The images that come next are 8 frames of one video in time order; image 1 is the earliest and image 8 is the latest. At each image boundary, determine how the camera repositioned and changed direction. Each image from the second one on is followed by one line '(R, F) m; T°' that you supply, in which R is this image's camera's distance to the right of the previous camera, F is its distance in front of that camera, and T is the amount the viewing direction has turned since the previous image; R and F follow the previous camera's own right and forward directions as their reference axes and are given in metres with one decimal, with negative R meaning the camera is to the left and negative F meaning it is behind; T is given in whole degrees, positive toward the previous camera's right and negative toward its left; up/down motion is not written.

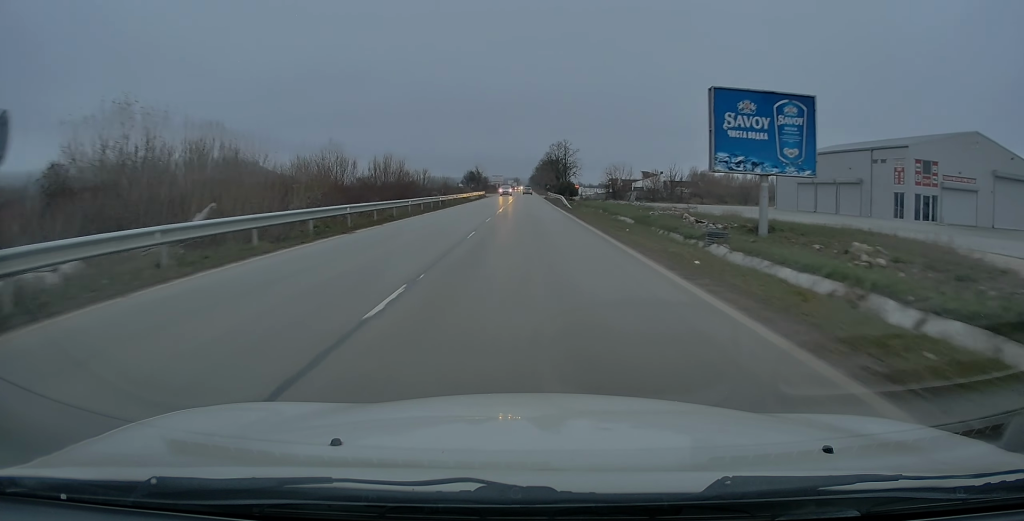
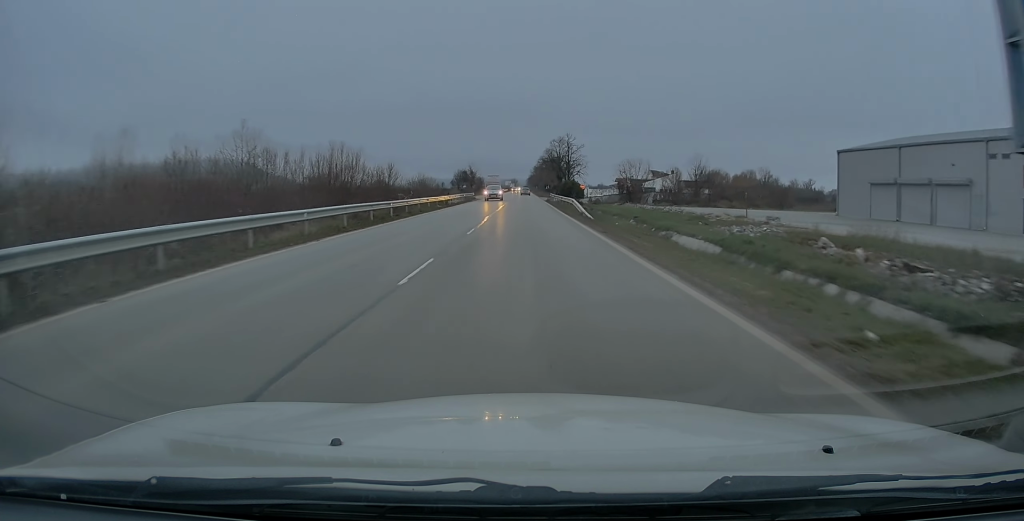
(0.0, +15.9) m; 0°
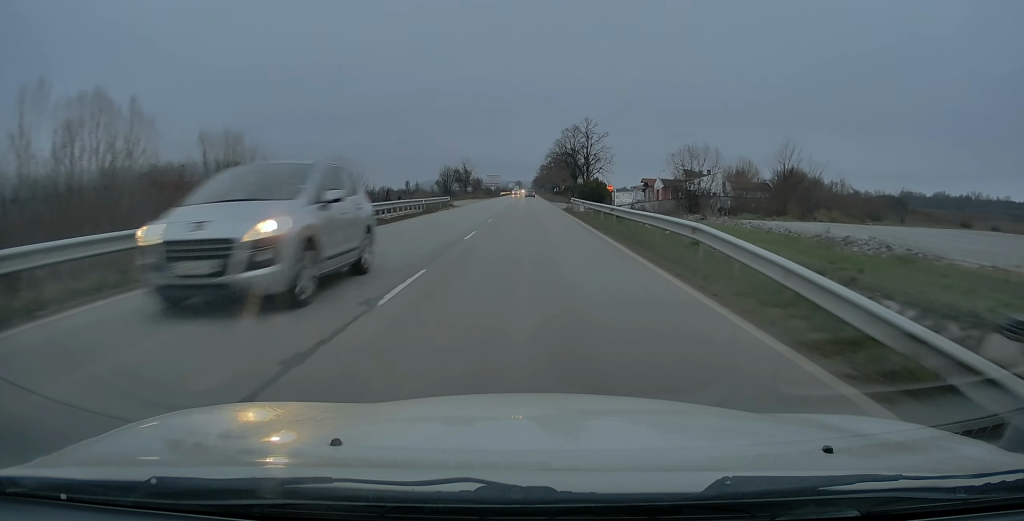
(-0.2, +28.7) m; 0°
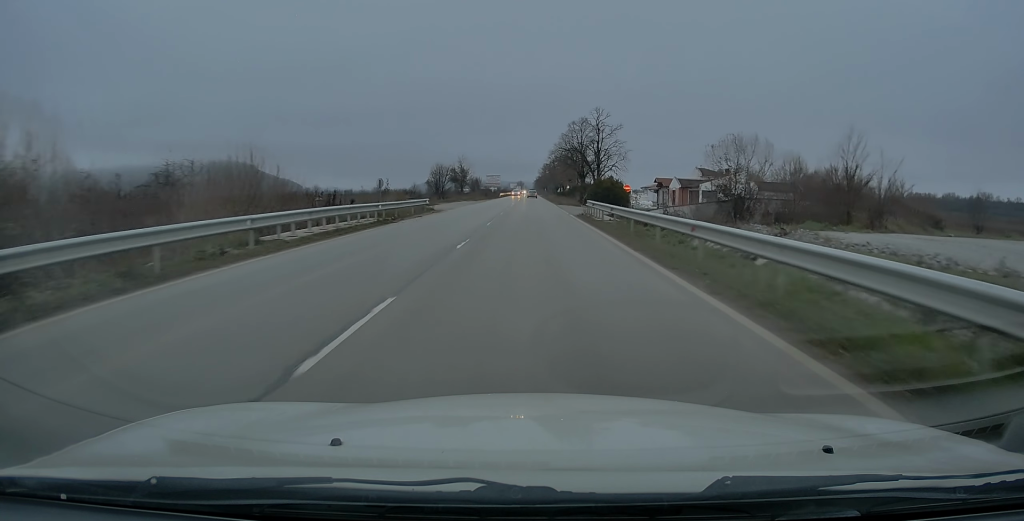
(+0.1, +11.5) m; 0°
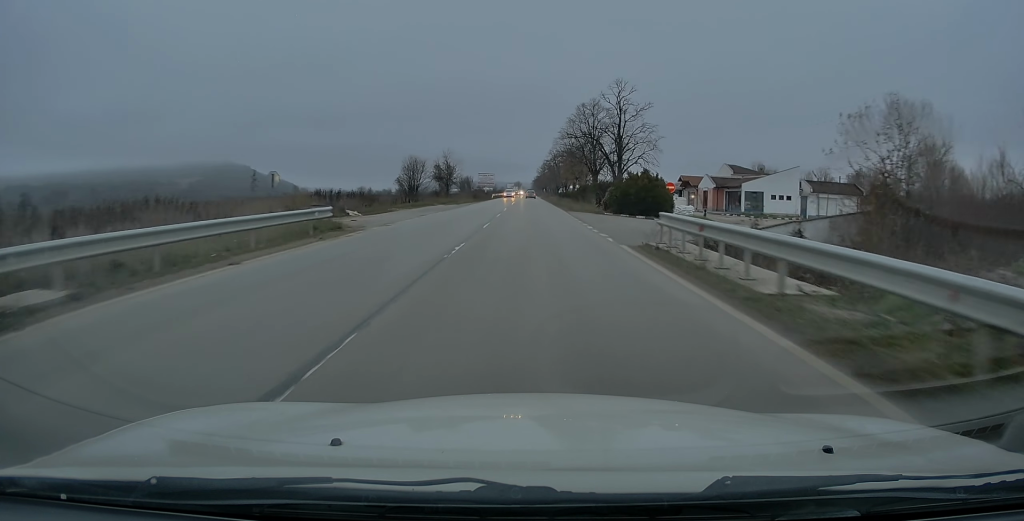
(0.0, +19.9) m; 0°
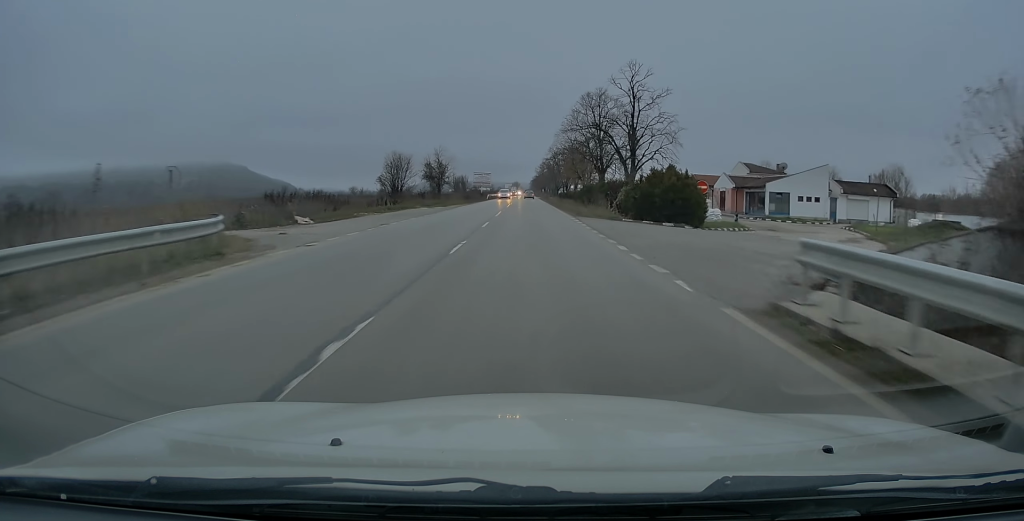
(0.0, +8.4) m; 0°
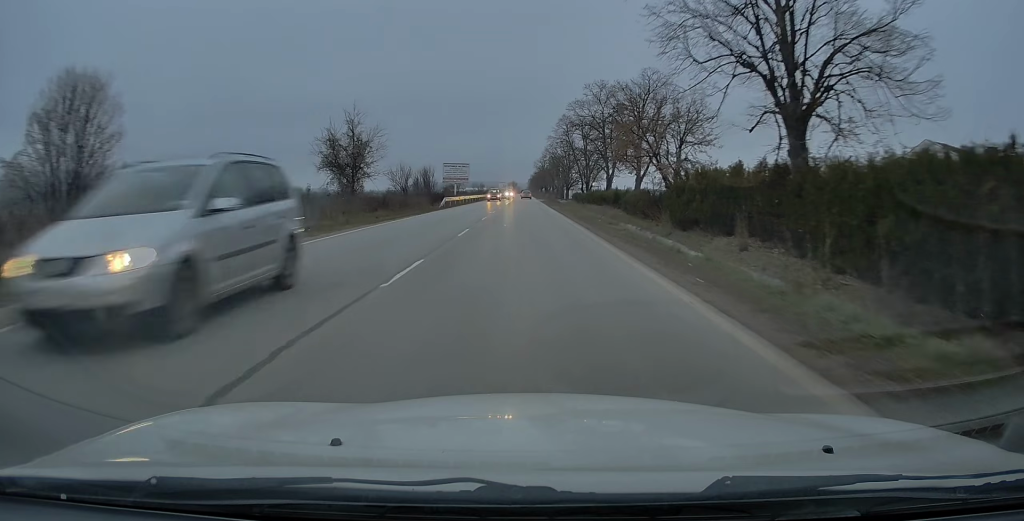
(+0.1, +49.7) m; 0°
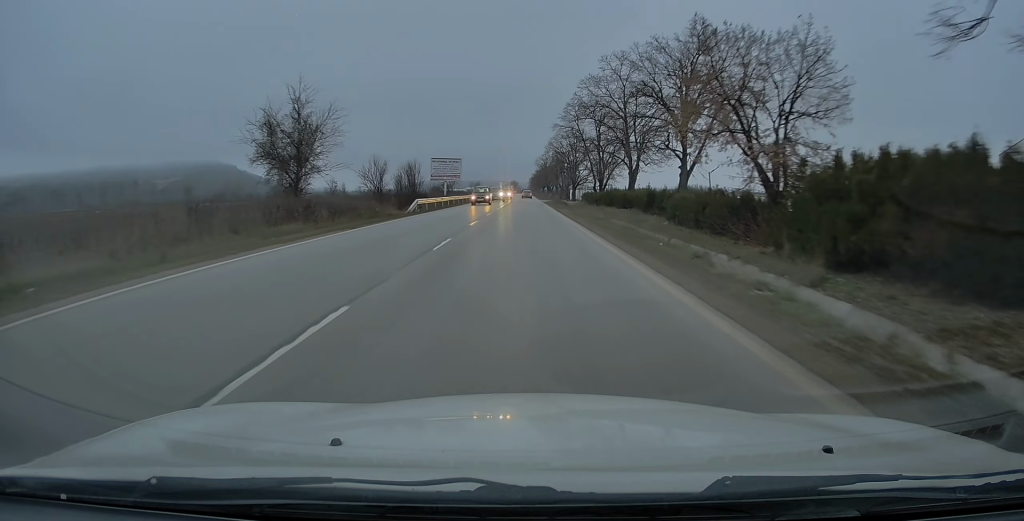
(0.0, +13.5) m; 0°
